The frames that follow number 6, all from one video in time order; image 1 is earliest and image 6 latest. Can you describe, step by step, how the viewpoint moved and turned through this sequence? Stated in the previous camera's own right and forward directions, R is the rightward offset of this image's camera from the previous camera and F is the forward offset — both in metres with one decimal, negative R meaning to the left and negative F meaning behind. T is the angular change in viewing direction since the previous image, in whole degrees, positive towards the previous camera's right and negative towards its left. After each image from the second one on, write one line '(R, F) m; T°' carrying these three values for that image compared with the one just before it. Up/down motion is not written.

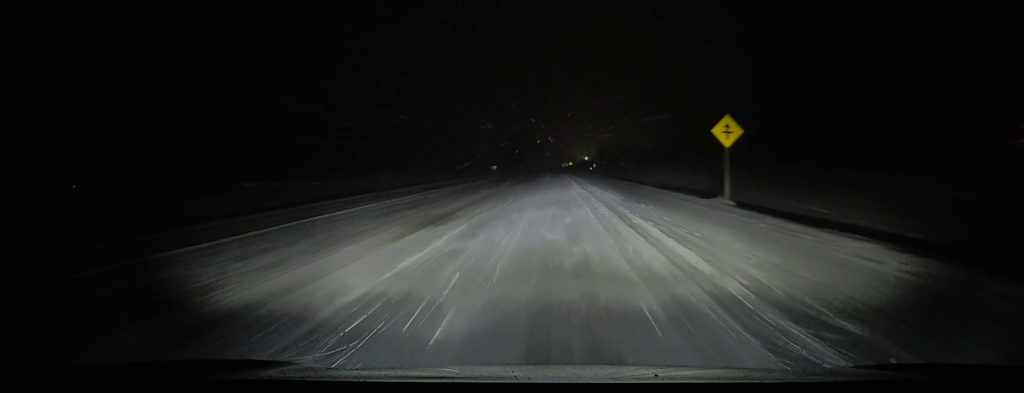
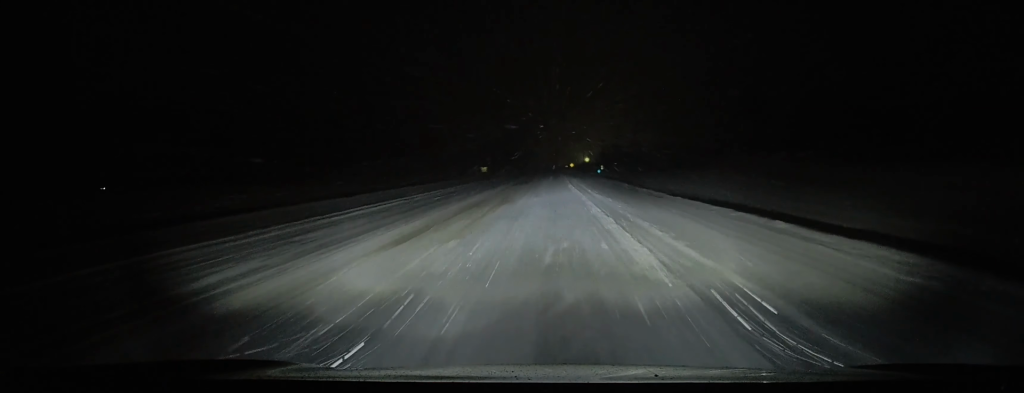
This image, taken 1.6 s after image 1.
(+0.3, +28.1) m; +1°
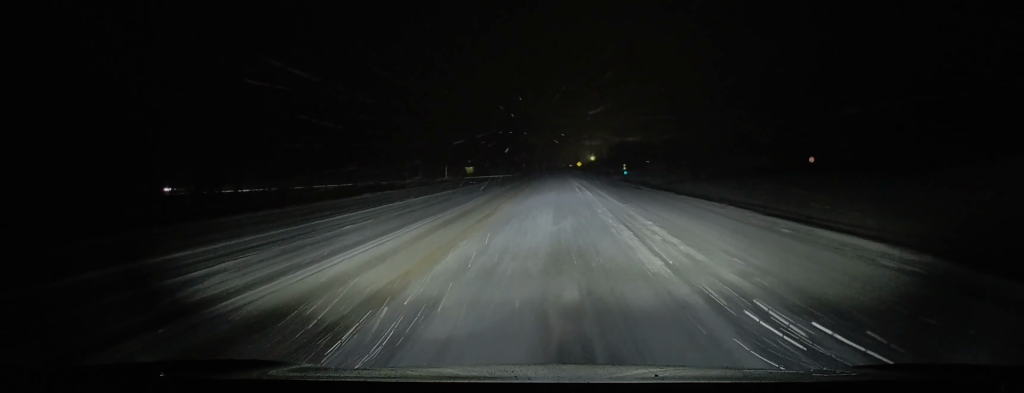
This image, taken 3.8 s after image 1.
(-0.2, +37.5) m; -1°
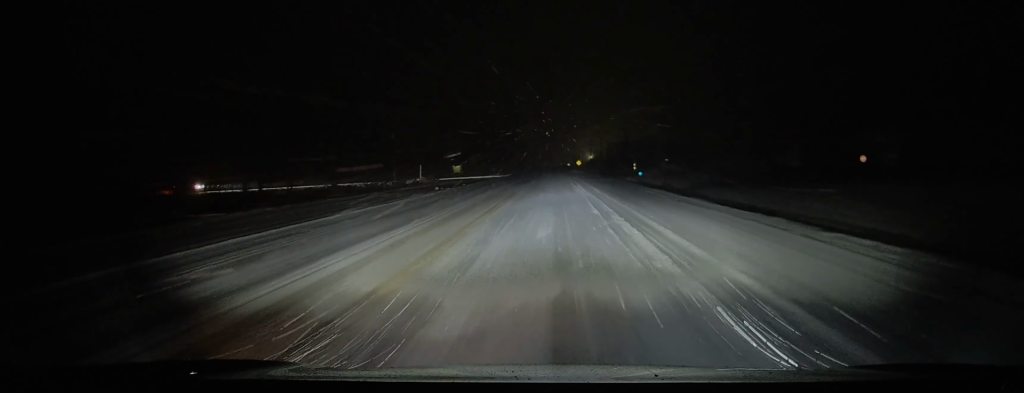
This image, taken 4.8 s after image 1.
(-0.1, +15.3) m; -1°
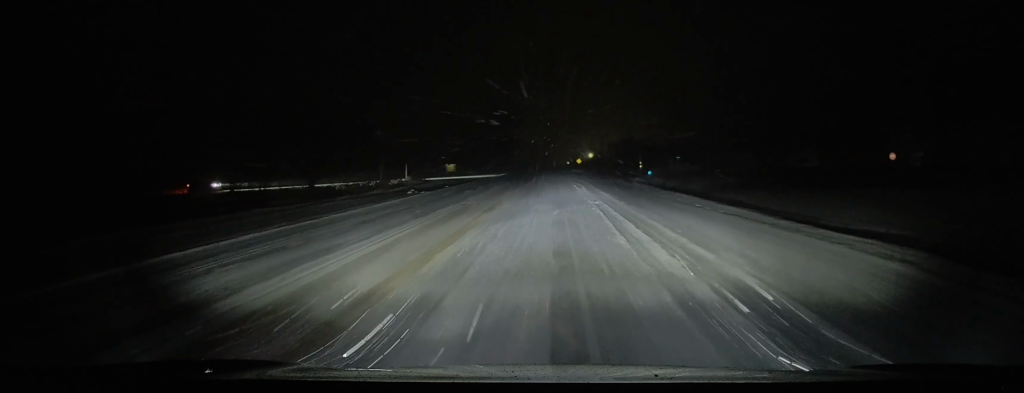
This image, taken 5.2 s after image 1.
(0.0, +6.5) m; +1°
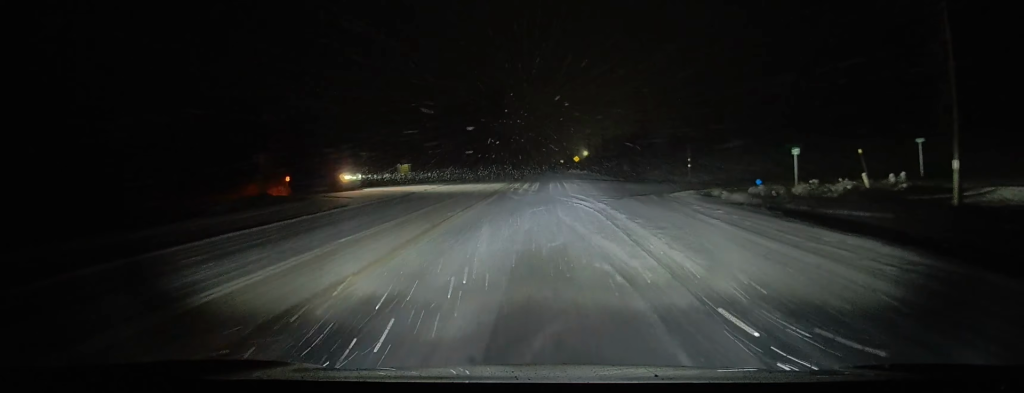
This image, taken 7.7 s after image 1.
(+0.3, +32.3) m; 0°
